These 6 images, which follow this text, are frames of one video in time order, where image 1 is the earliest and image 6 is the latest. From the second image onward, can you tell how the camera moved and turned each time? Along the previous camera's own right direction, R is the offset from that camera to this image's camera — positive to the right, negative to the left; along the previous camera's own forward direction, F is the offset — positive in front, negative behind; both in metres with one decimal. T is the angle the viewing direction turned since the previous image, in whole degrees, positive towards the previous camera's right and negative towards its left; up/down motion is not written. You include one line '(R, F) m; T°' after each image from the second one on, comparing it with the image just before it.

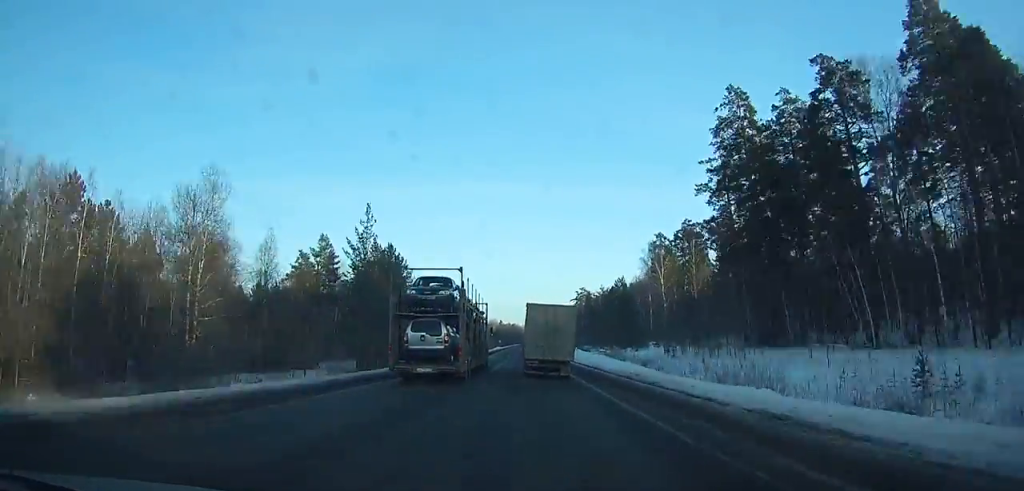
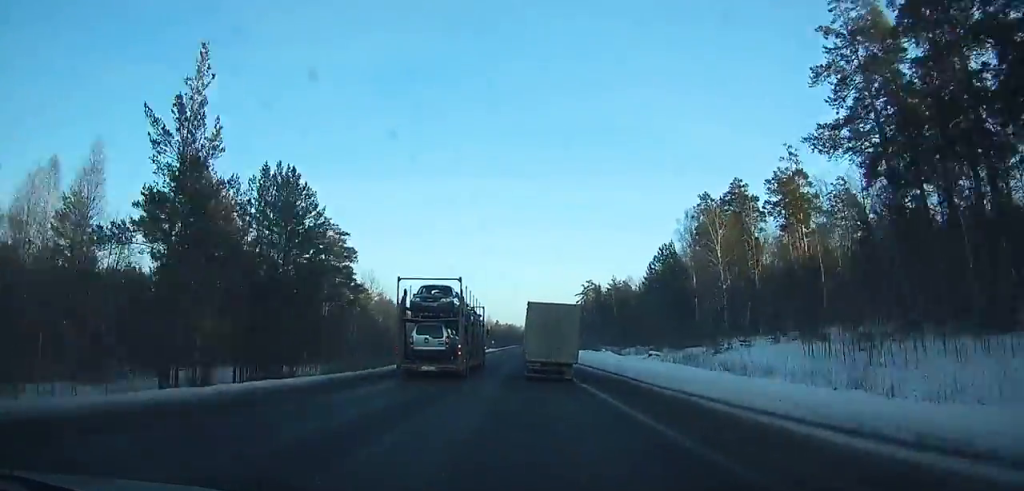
(0.0, +35.9) m; 0°
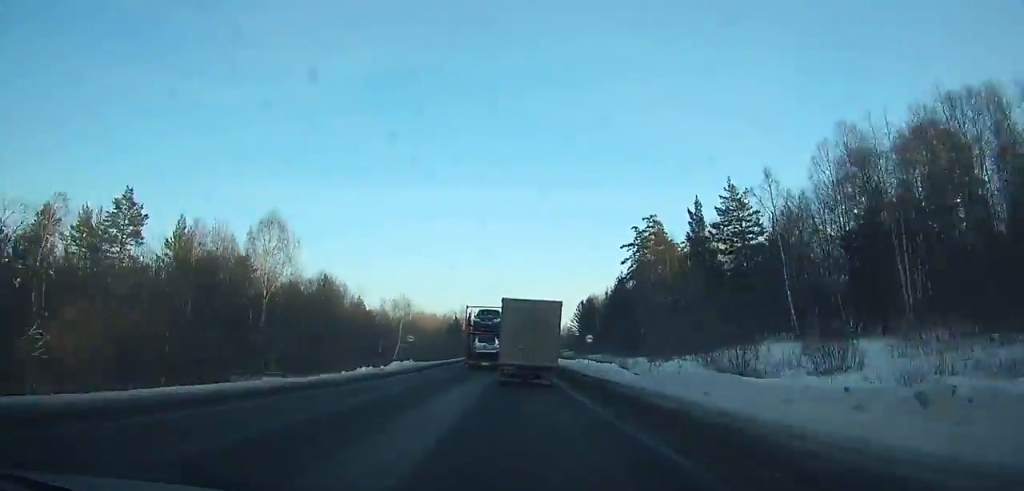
(+0.6, +122.8) m; 0°
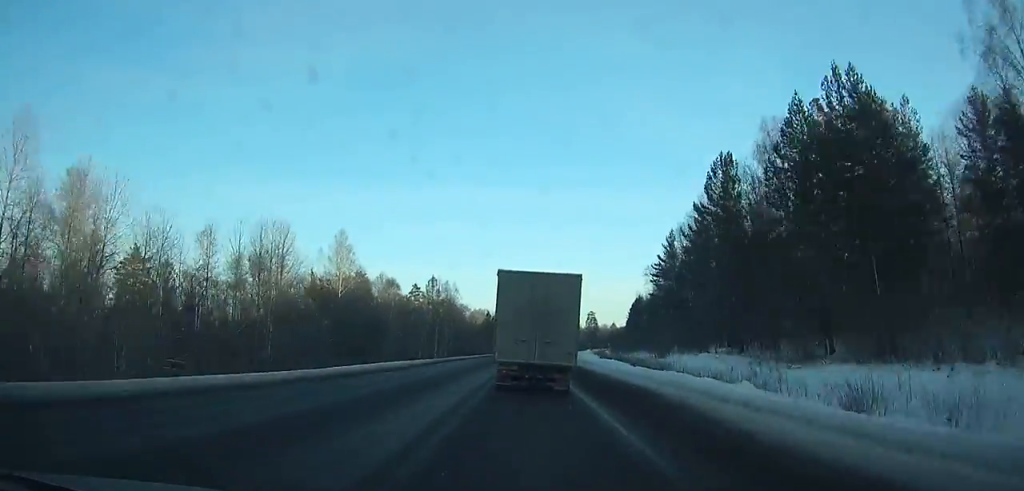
(+2.1, +157.6) m; +3°
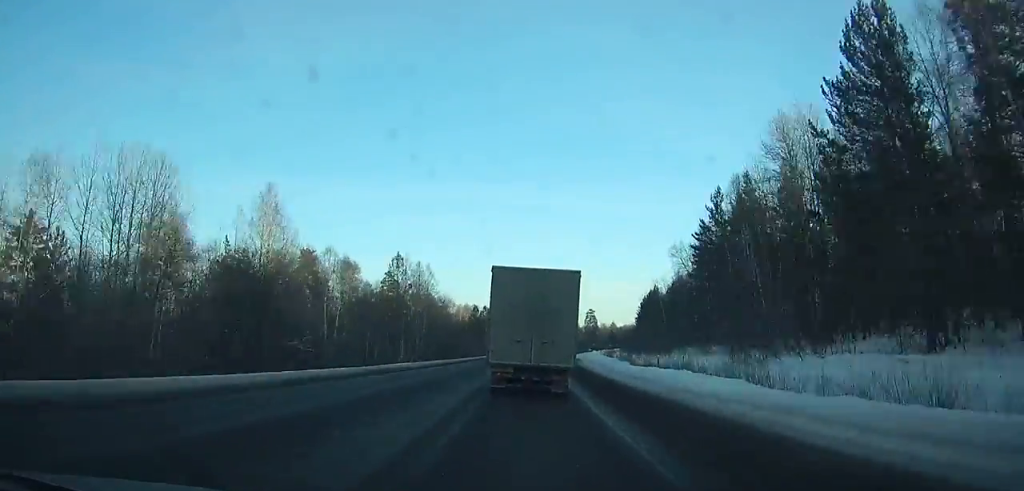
(+0.3, +25.6) m; +1°
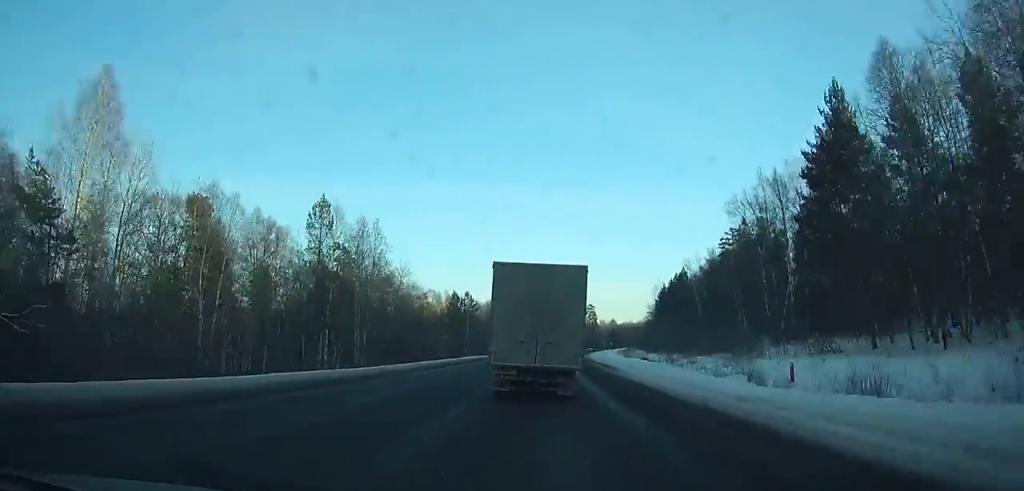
(0.0, +30.9) m; +2°
